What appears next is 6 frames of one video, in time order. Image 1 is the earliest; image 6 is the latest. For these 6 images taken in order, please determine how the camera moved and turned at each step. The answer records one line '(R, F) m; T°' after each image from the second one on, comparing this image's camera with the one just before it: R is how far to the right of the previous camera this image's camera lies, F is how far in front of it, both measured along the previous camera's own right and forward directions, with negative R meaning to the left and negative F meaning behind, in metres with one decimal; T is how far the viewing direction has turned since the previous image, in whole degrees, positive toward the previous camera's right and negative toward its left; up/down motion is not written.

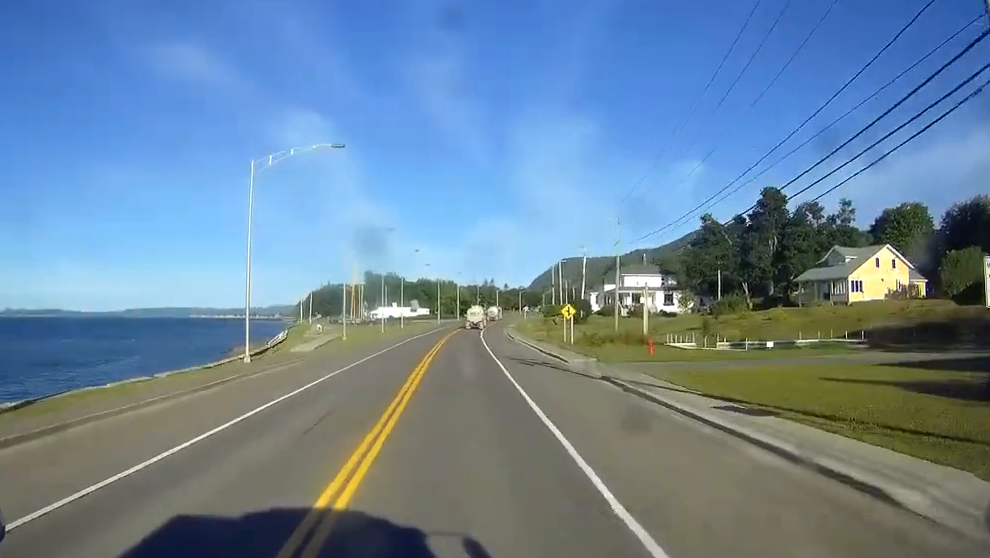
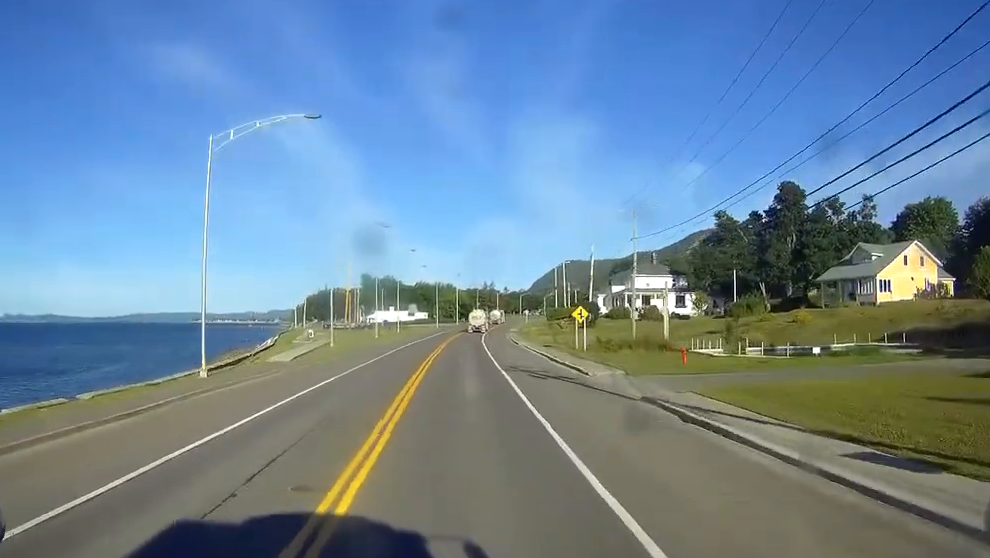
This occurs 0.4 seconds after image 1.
(0.0, +7.5) m; 0°
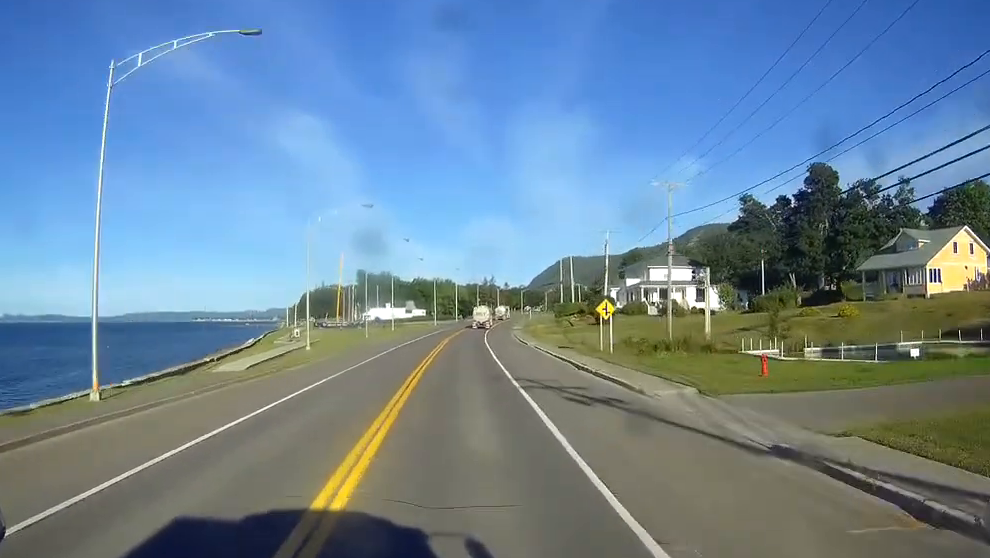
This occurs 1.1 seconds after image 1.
(0.0, +11.1) m; 0°
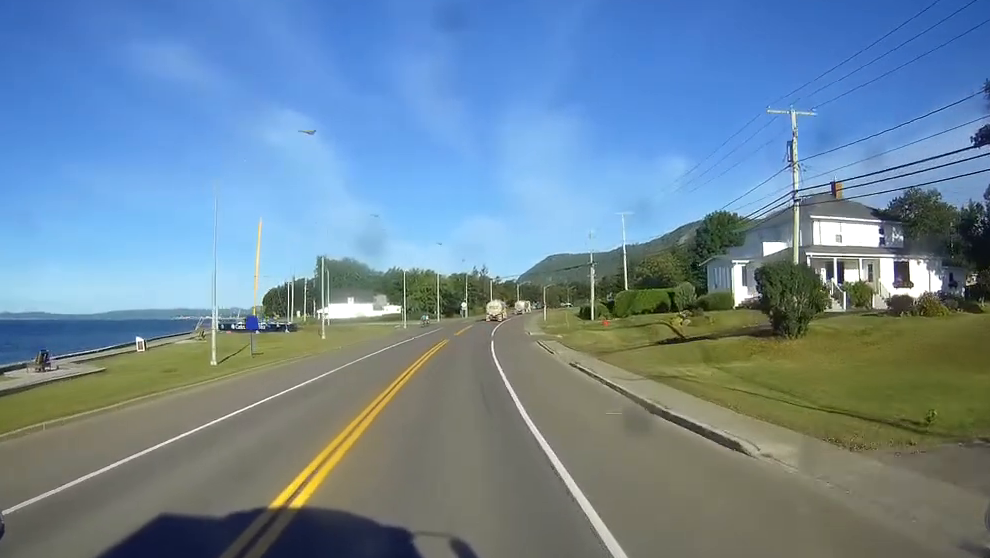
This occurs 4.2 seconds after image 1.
(+0.6, +56.6) m; +1°
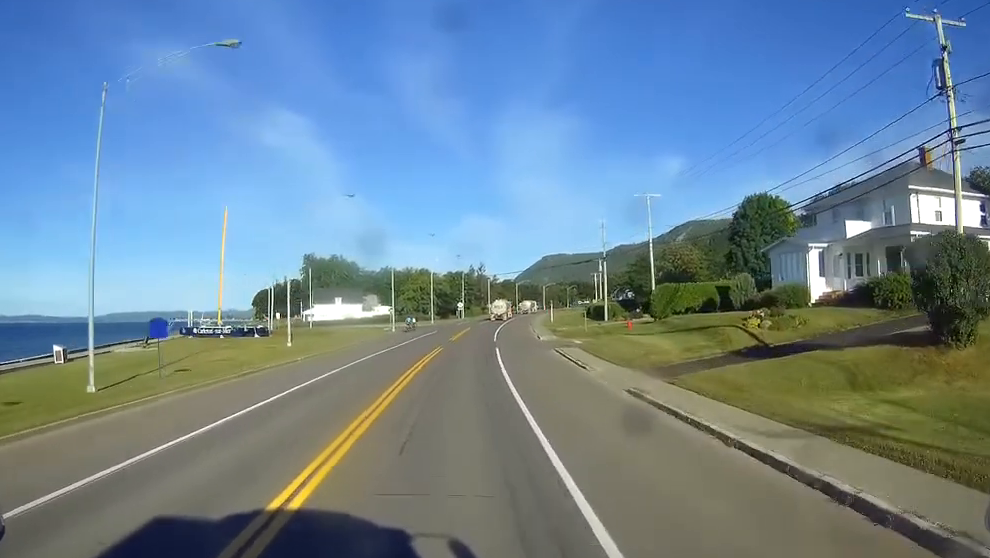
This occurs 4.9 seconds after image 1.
(-0.1, +14.3) m; 0°
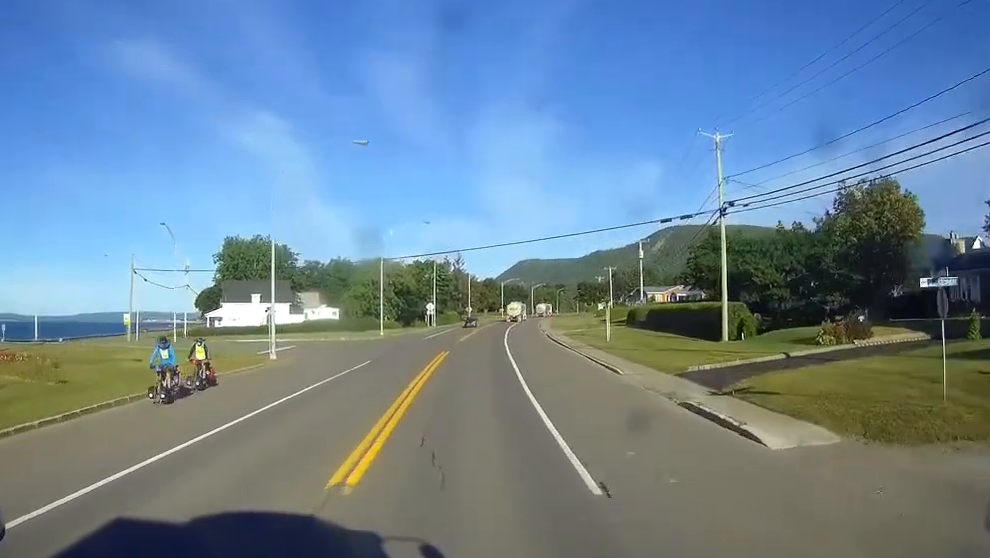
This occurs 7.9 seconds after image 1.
(+0.9, +55.7) m; +2°
